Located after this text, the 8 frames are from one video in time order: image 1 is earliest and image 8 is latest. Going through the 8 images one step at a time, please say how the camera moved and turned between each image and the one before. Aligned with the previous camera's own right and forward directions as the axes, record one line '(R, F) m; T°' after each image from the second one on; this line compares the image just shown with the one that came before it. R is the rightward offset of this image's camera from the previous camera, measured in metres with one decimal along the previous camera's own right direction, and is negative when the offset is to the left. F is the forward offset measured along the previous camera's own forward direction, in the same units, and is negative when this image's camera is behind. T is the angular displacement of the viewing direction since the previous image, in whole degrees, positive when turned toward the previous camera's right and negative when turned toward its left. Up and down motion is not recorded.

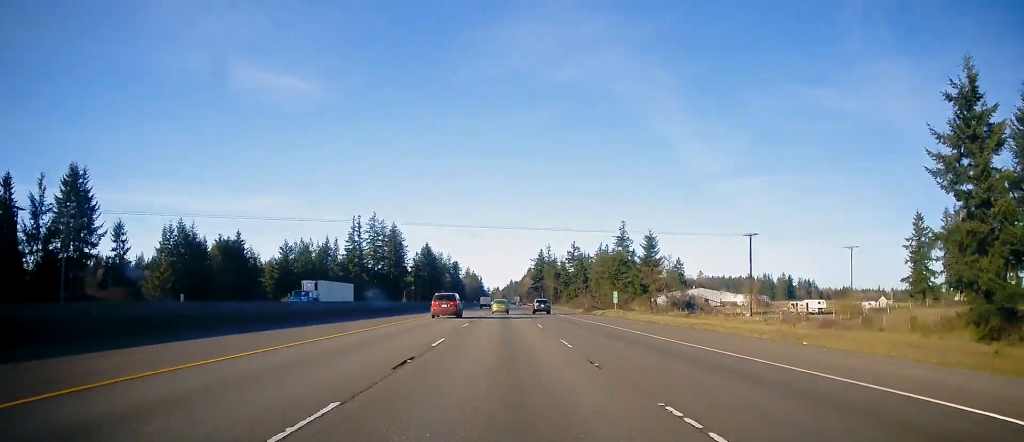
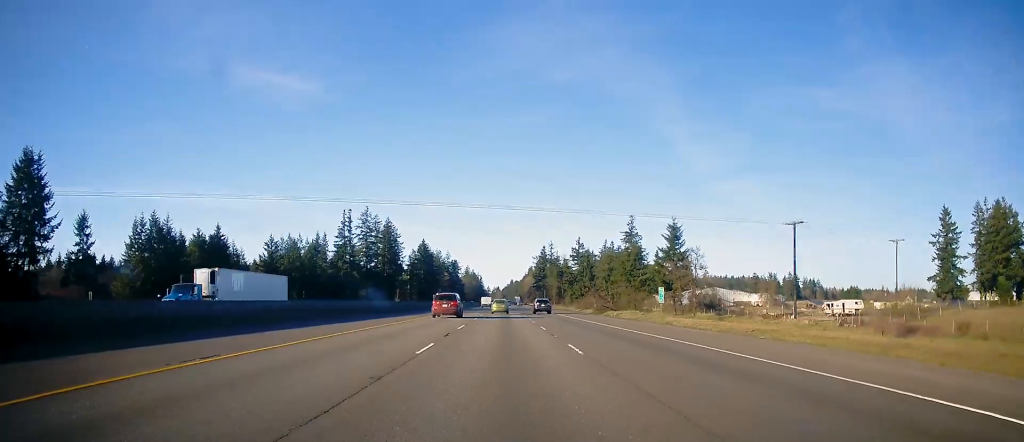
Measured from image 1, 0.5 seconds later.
(+0.1, +14.9) m; 0°
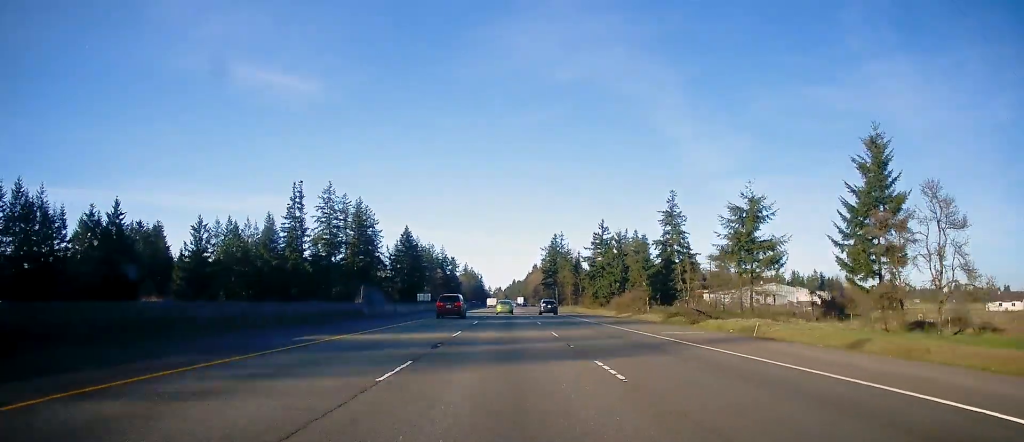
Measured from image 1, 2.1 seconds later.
(+0.2, +53.3) m; +1°
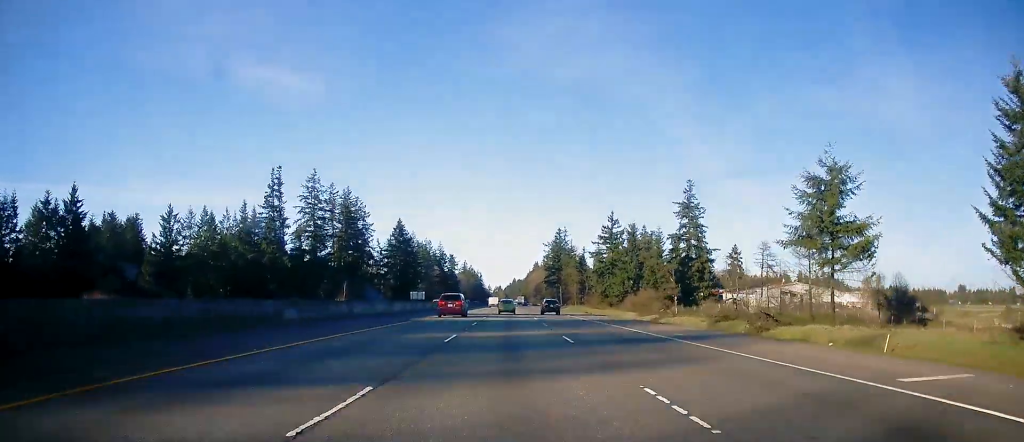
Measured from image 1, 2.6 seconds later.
(+0.1, +16.0) m; 0°
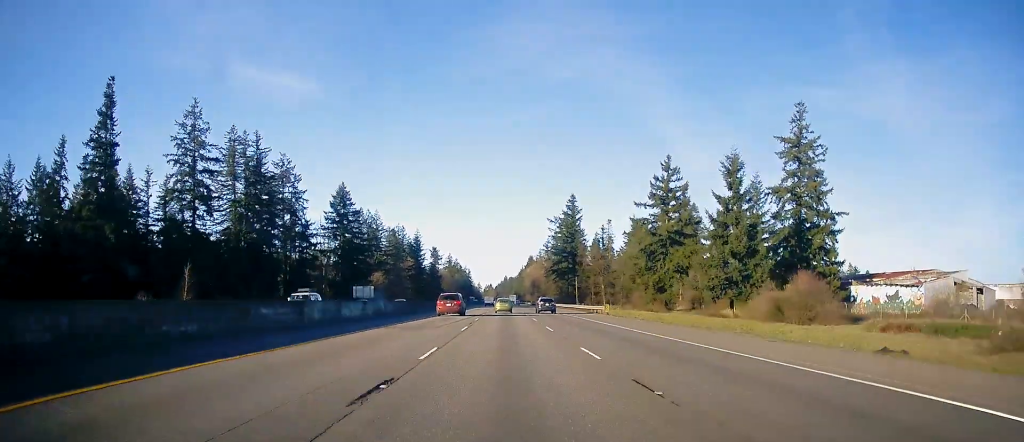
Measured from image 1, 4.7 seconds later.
(-0.5, +65.9) m; 0°
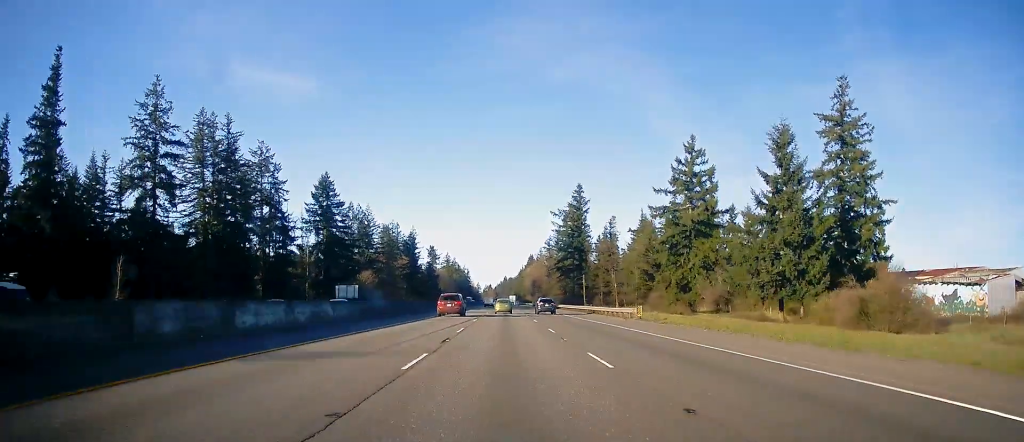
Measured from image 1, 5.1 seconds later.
(+0.2, +13.8) m; 0°
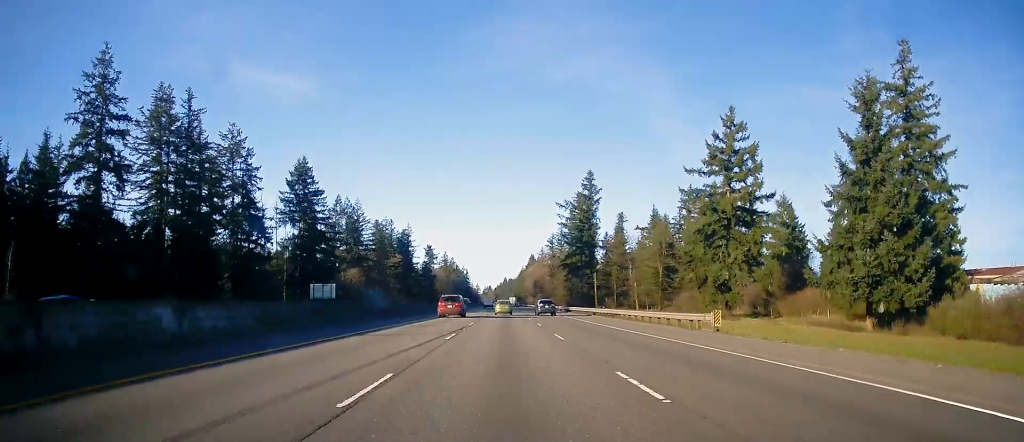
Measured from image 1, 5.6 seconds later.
(0.0, +16.0) m; 0°
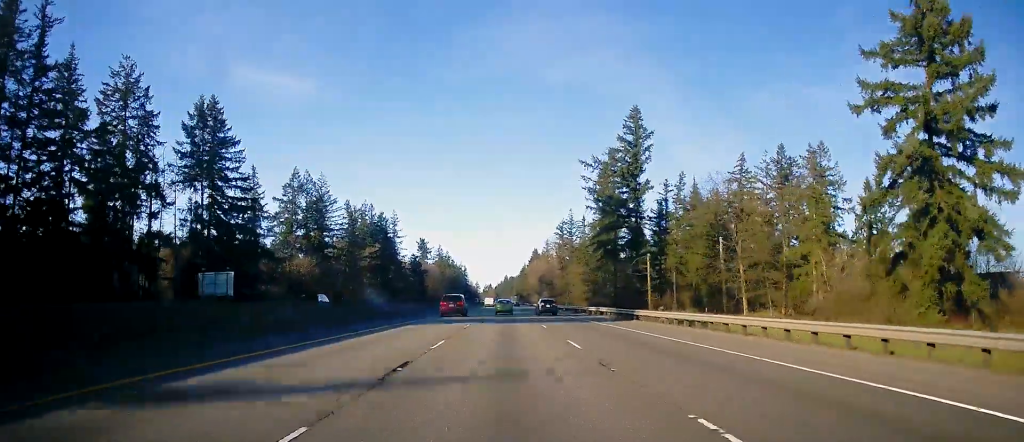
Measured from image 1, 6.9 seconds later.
(0.0, +40.5) m; 0°
